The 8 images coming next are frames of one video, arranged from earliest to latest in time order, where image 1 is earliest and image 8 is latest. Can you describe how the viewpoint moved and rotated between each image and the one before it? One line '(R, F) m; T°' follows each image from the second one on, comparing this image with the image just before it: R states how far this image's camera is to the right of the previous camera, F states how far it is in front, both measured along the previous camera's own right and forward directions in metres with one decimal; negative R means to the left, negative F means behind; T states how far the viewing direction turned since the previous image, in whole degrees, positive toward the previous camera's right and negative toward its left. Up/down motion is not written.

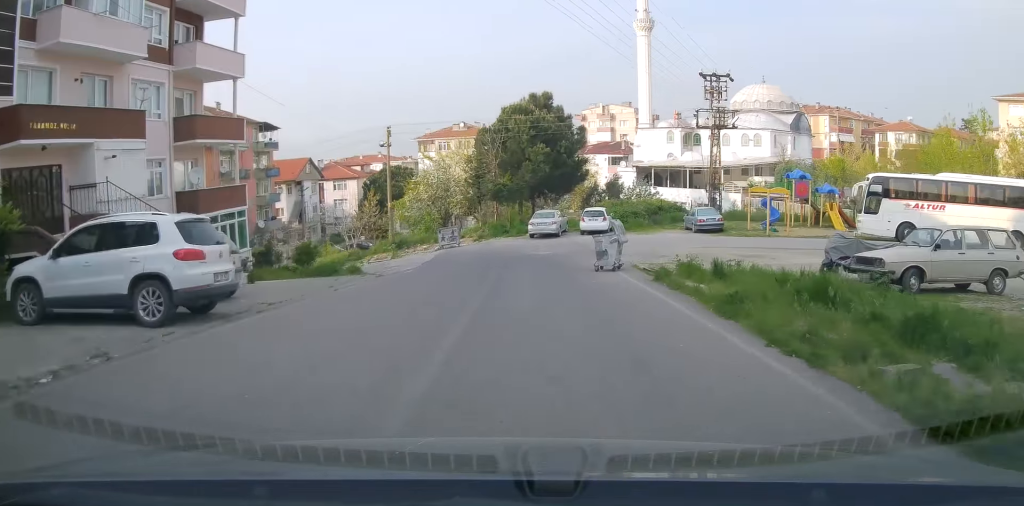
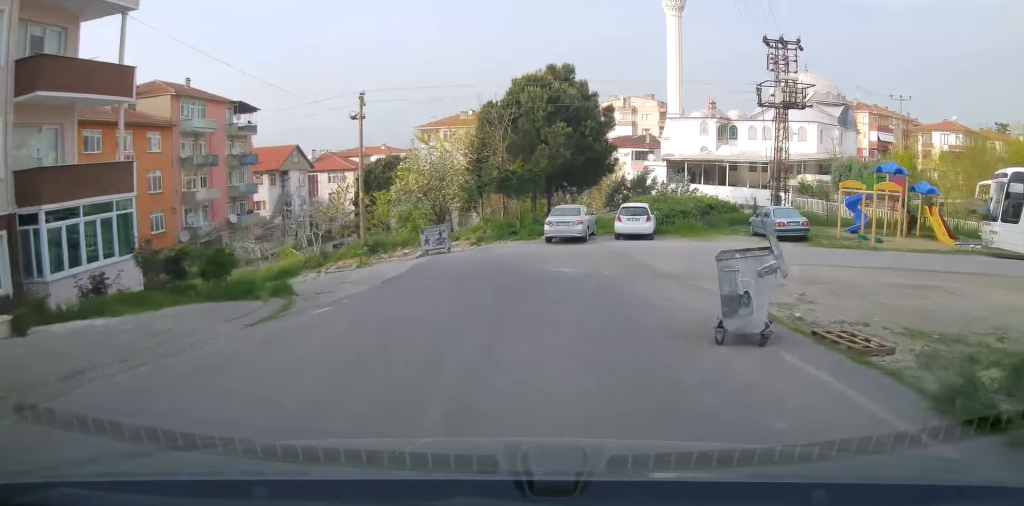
(-0.2, +10.9) m; -3°
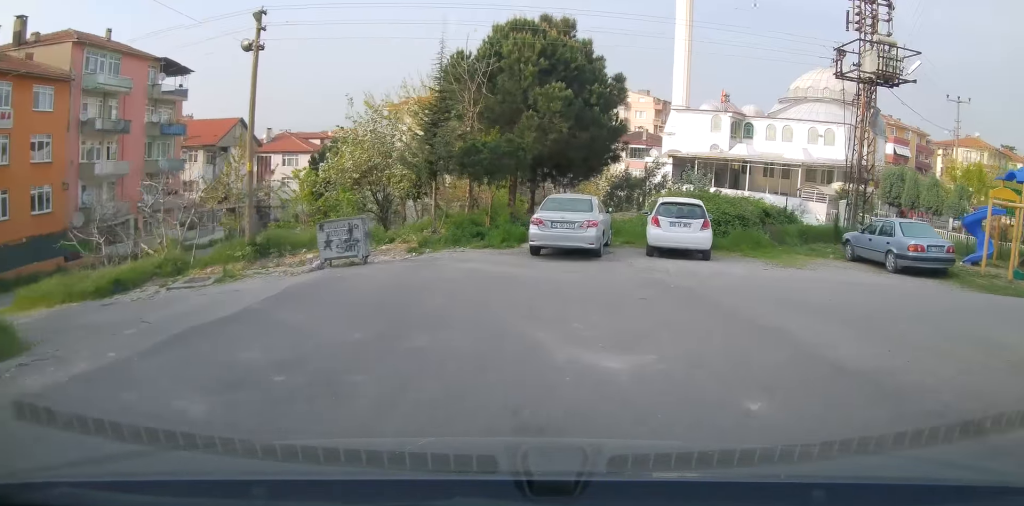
(-1.0, +13.4) m; -9°
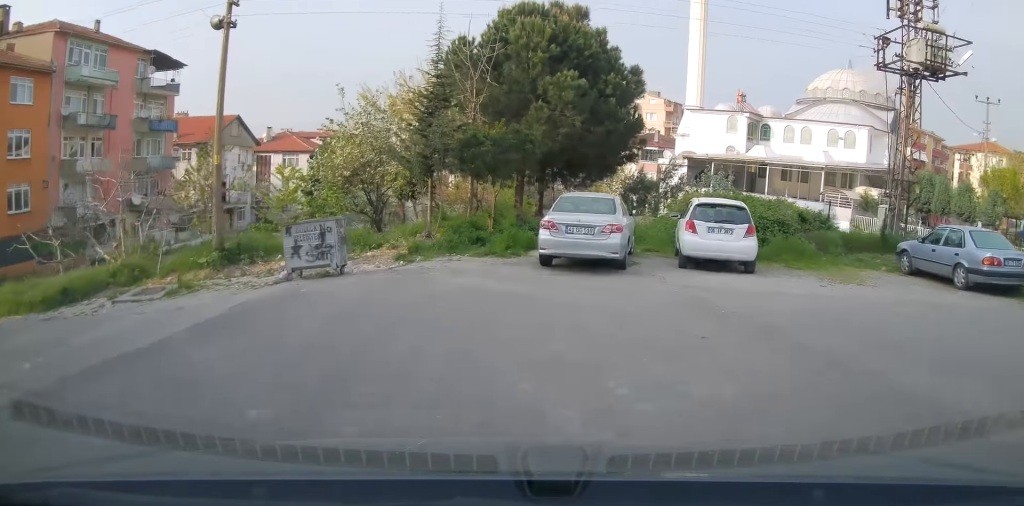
(0.0, +3.8) m; -3°
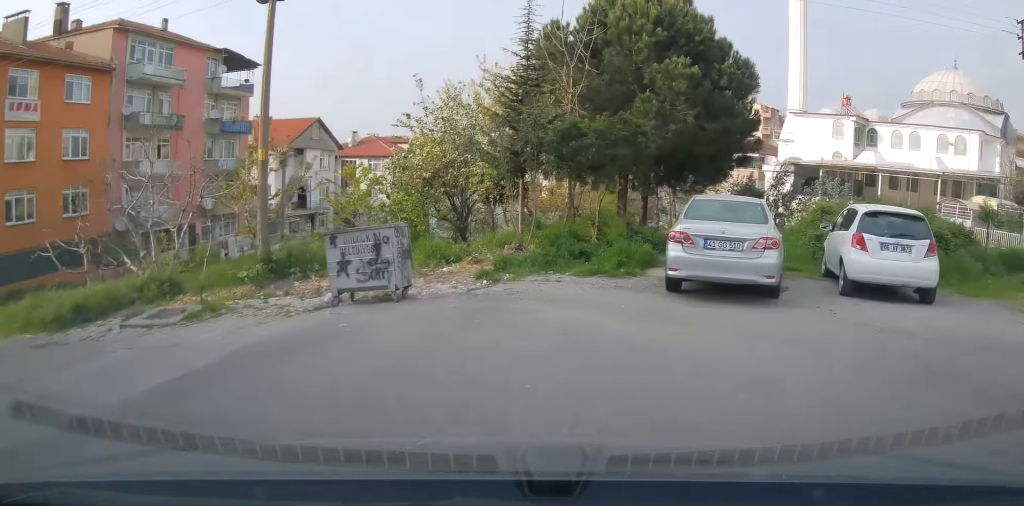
(-0.3, +4.4) m; -4°
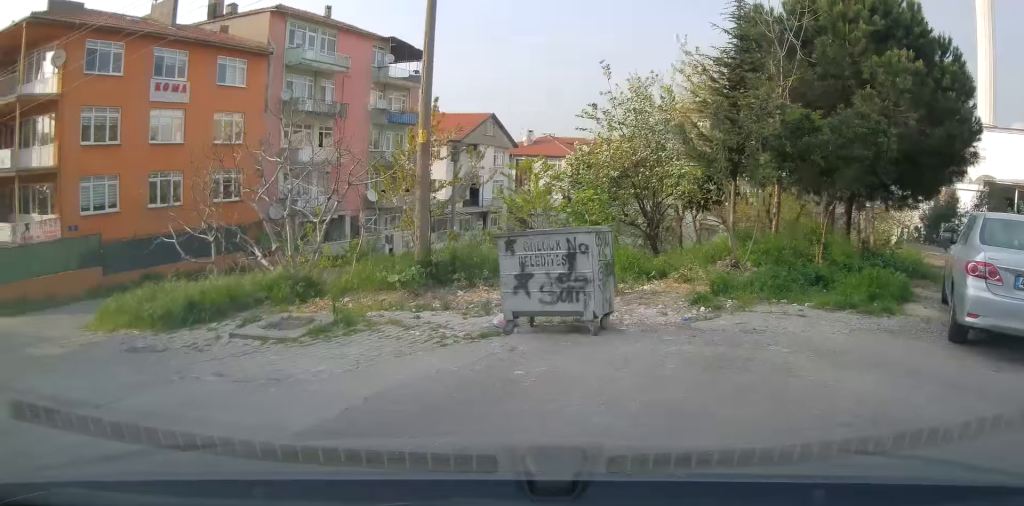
(-0.1, +4.0) m; -3°
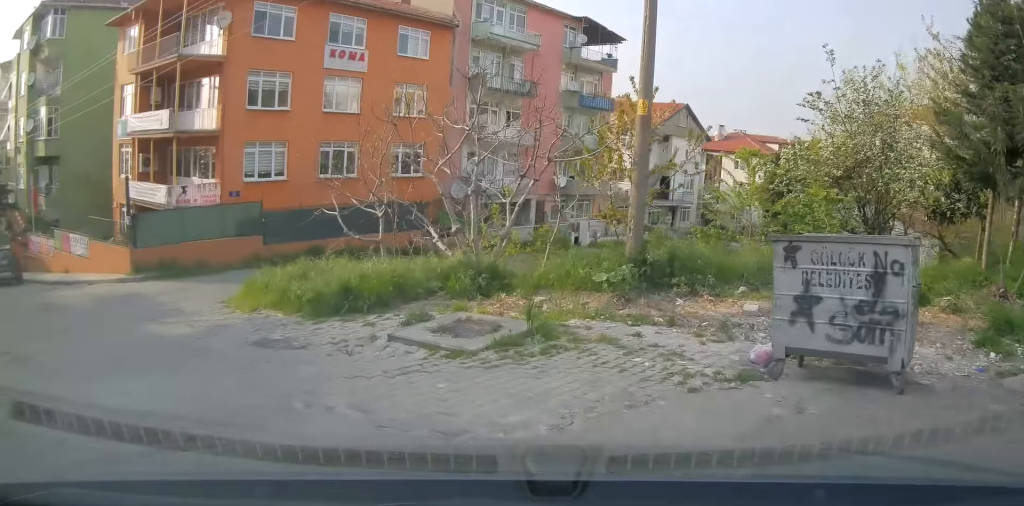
(-0.2, +3.7) m; -4°
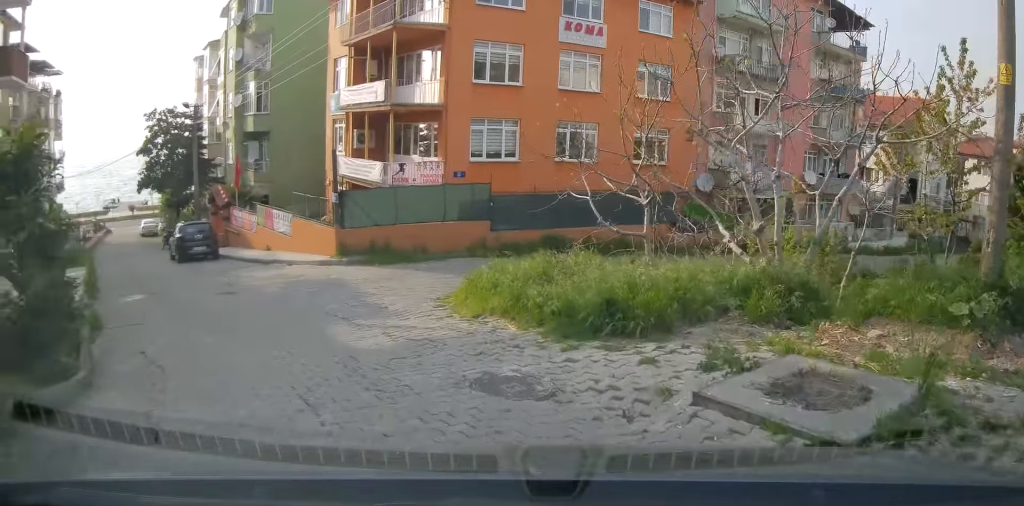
(-1.2, +7.8) m; -28°
